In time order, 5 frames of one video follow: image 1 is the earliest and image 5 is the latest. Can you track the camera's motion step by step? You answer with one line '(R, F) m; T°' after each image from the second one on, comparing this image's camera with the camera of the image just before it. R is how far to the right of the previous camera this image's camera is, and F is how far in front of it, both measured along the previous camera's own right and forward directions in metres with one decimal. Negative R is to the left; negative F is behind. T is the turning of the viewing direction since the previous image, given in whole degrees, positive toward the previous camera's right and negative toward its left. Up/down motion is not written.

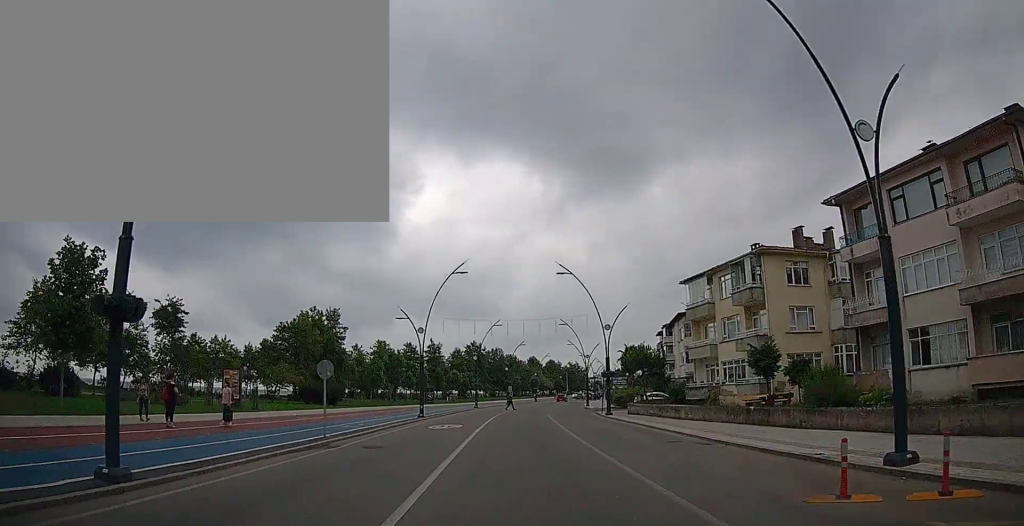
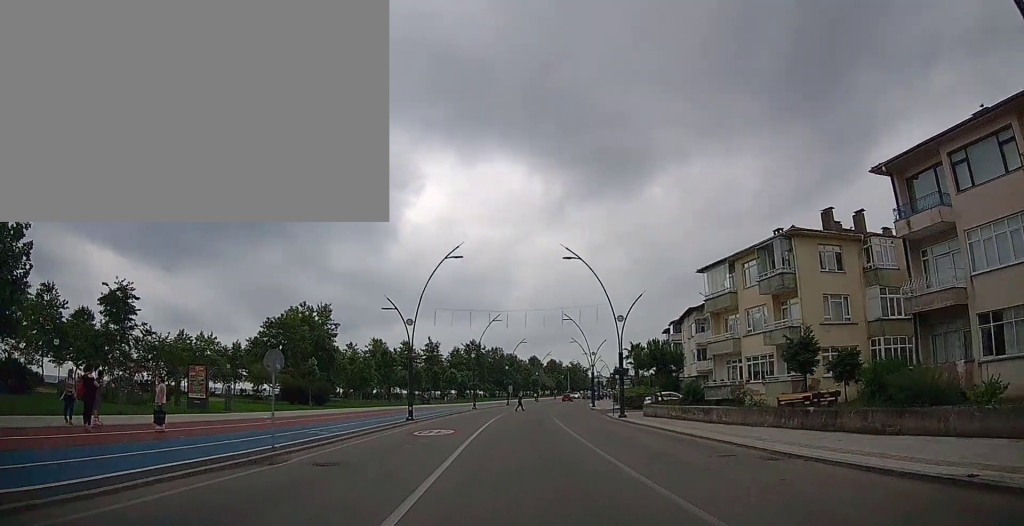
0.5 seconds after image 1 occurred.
(0.0, +4.2) m; 0°
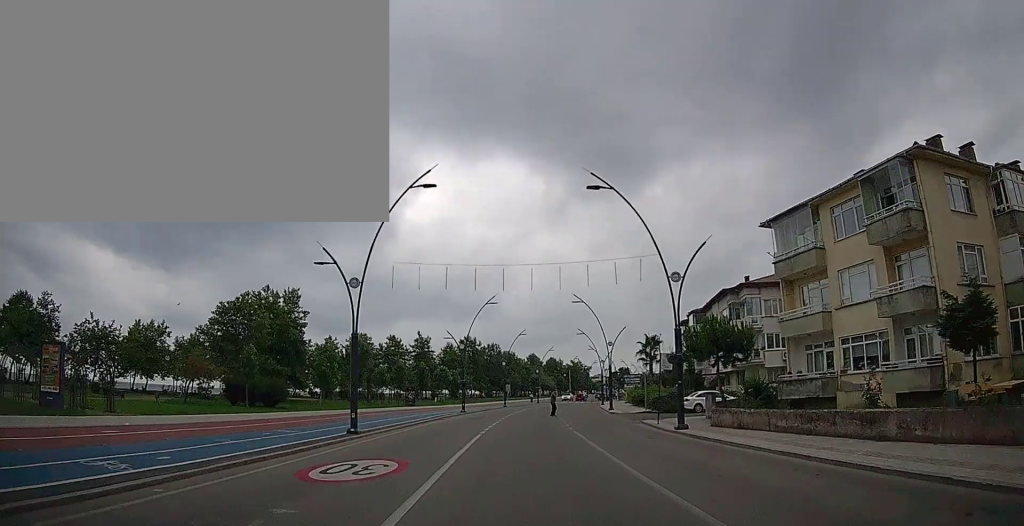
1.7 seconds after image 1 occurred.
(0.0, +11.2) m; 0°
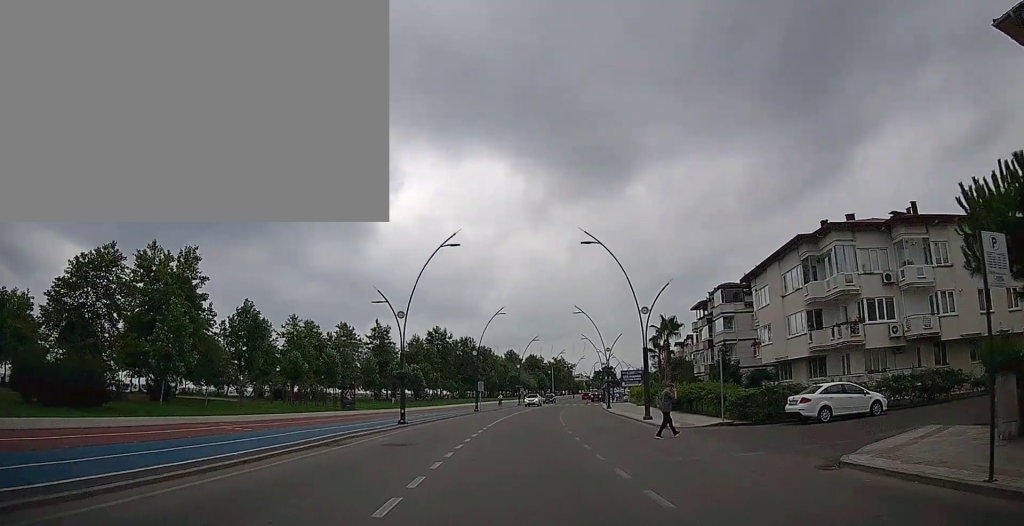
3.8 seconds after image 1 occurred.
(+0.5, +18.5) m; +1°
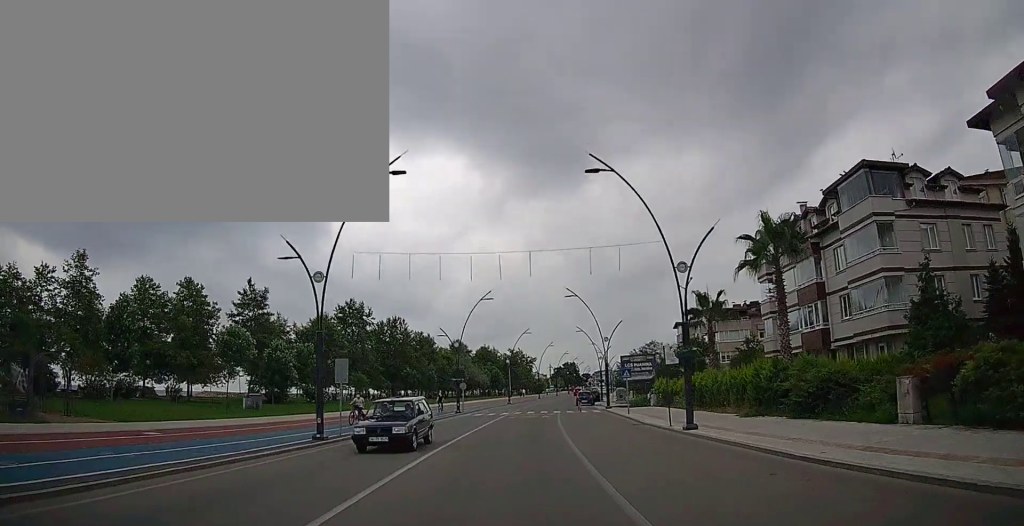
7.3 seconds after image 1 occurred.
(+1.3, +34.0) m; +5°
